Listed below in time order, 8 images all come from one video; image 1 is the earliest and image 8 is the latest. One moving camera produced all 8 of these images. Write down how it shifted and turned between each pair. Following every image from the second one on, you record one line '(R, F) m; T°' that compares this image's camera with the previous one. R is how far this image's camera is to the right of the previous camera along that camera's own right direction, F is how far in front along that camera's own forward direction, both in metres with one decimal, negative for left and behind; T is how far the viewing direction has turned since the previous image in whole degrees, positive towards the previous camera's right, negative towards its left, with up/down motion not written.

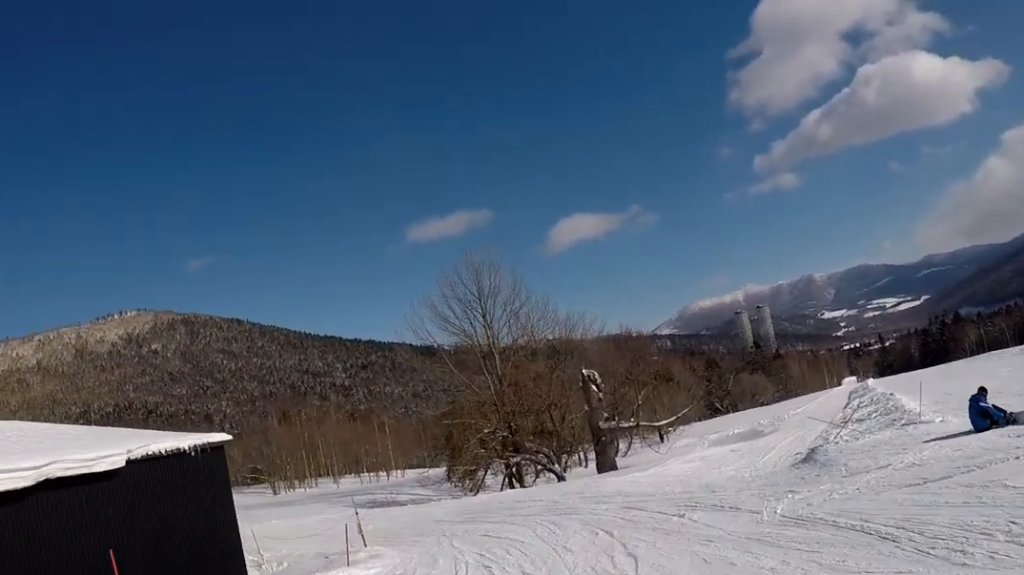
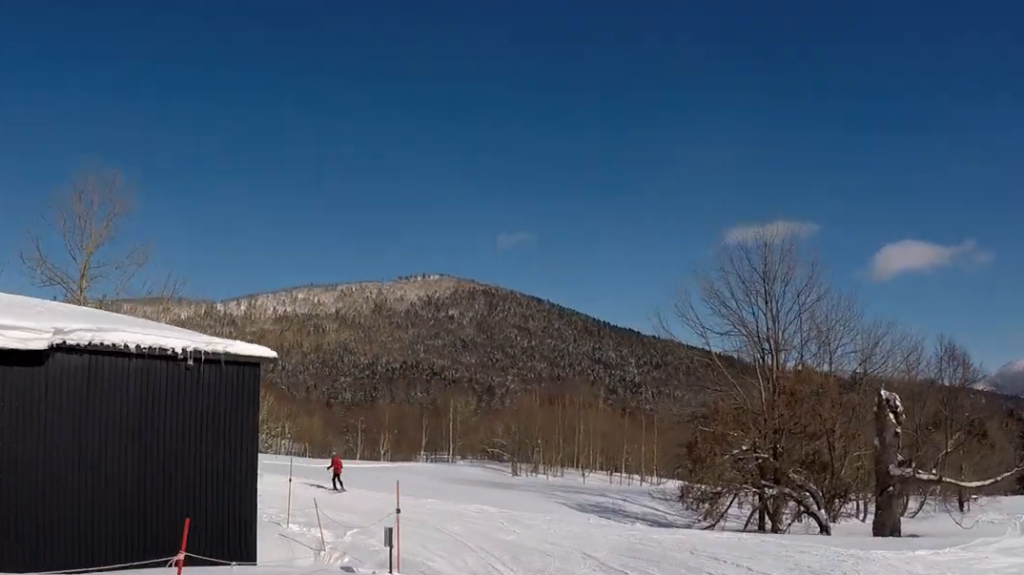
(-0.3, +8.8) m; -14°
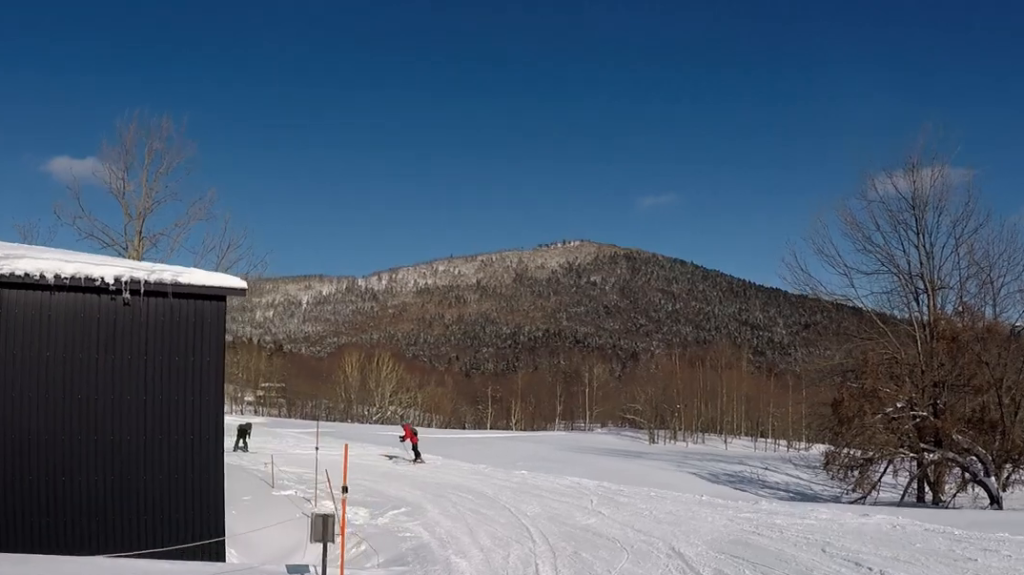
(+0.1, +3.9) m; -12°
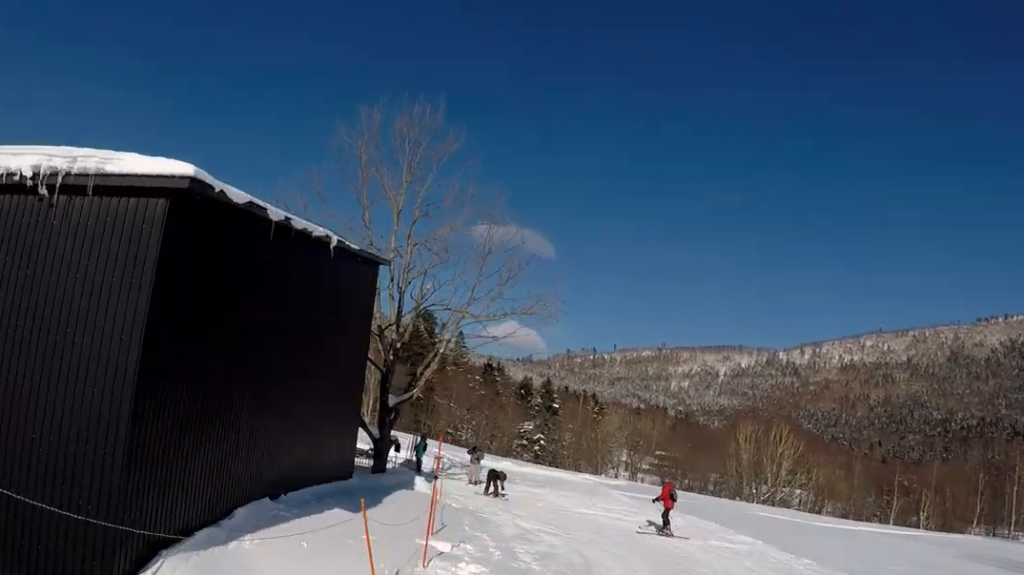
(-2.3, +6.5) m; -24°
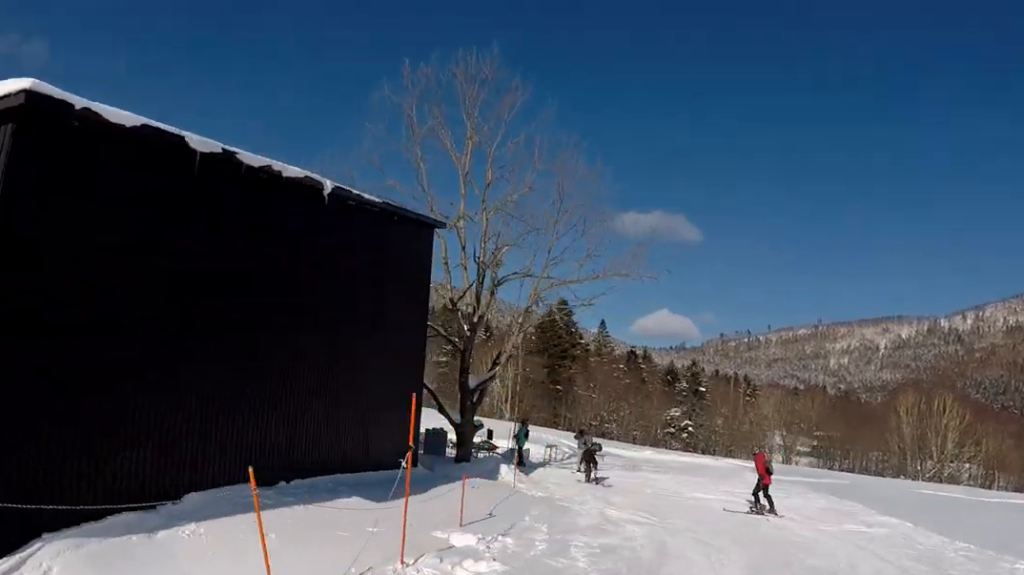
(-0.3, +2.9) m; -4°
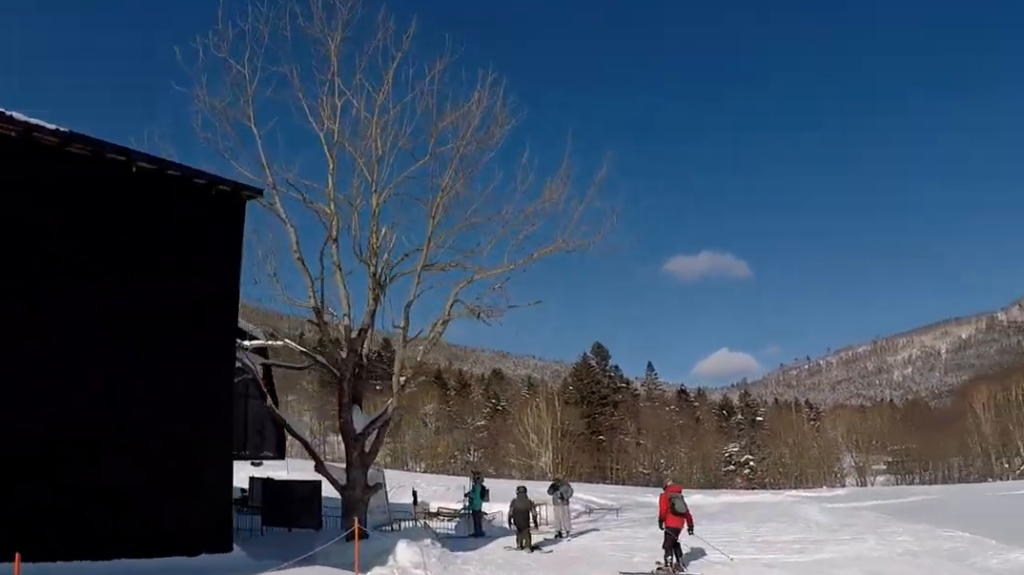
(-0.6, +7.3) m; -18°
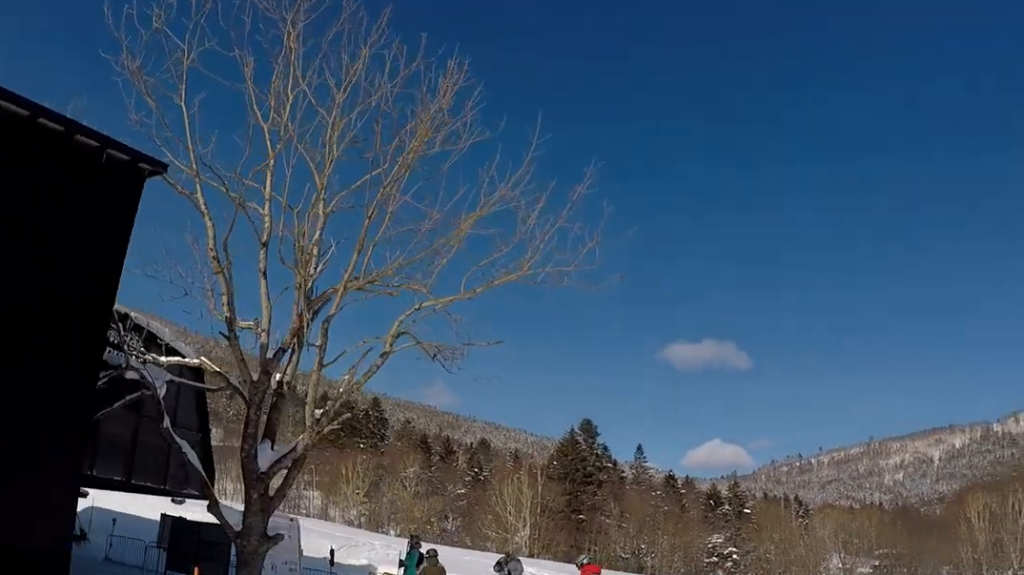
(-0.3, +2.7) m; -7°
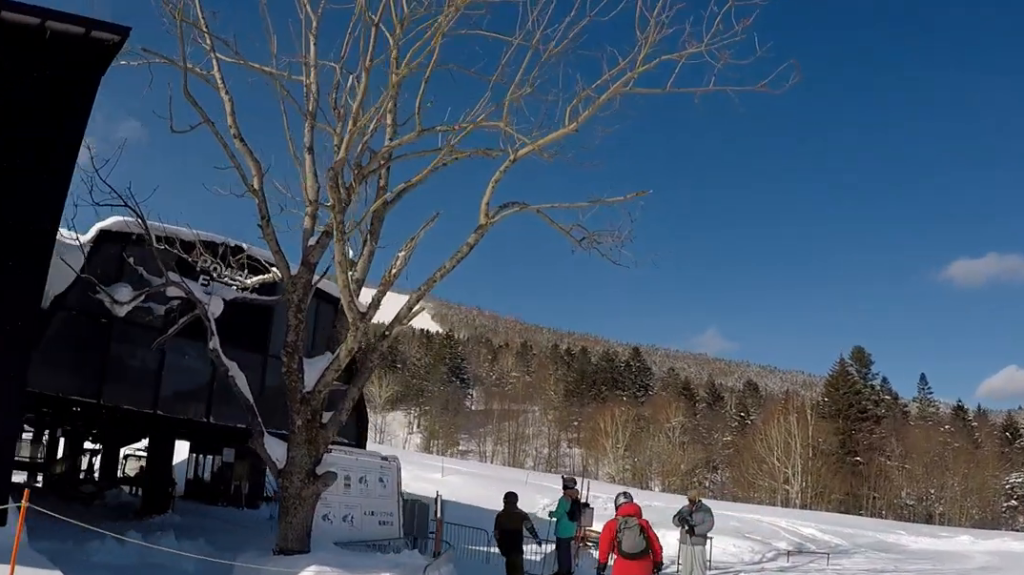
(-0.8, +4.6) m; -9°
